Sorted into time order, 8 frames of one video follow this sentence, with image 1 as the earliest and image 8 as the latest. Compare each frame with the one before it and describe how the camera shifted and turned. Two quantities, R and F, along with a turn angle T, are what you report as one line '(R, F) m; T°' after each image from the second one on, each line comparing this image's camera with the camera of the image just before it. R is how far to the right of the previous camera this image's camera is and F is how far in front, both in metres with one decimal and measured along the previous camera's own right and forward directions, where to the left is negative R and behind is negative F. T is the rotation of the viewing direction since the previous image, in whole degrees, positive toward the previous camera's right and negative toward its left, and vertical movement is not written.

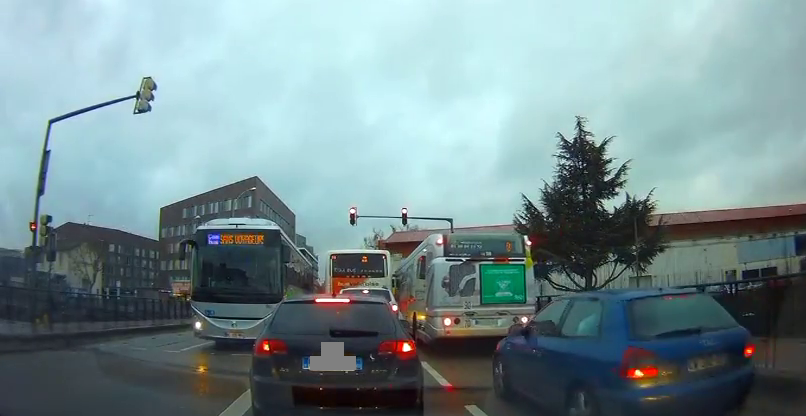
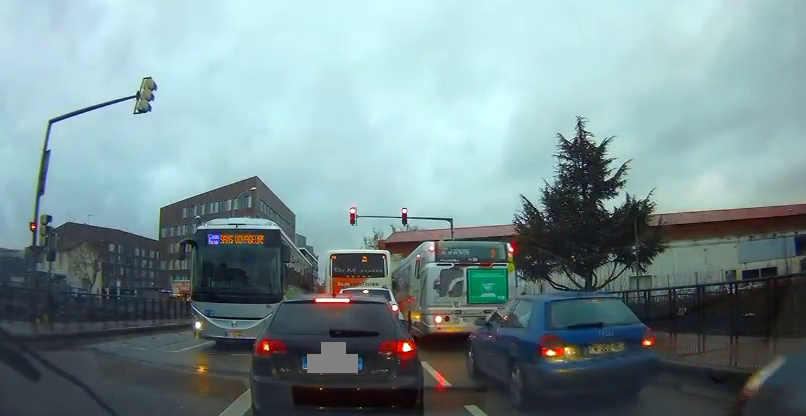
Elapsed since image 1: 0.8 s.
(0.0, +0.1) m; 0°
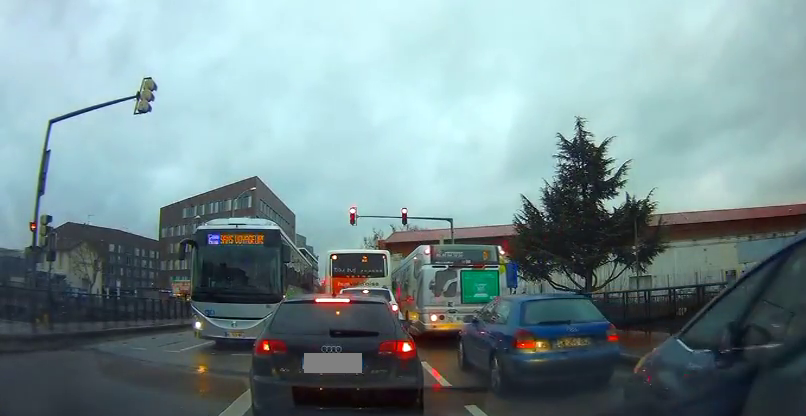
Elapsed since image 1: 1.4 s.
(0.0, 0.0) m; 0°
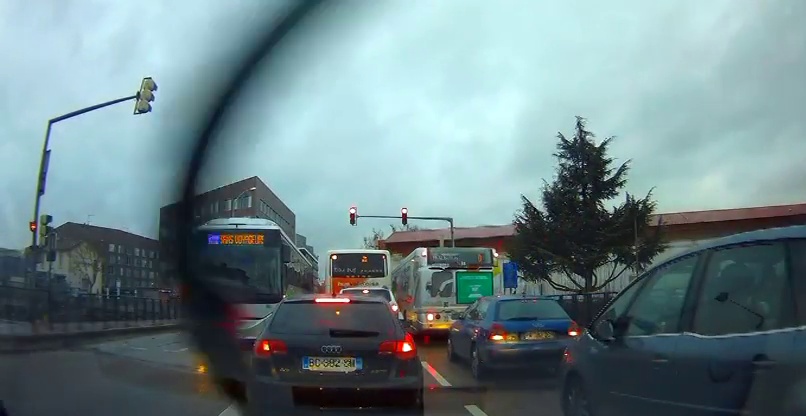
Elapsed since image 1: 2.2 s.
(0.0, 0.0) m; 0°
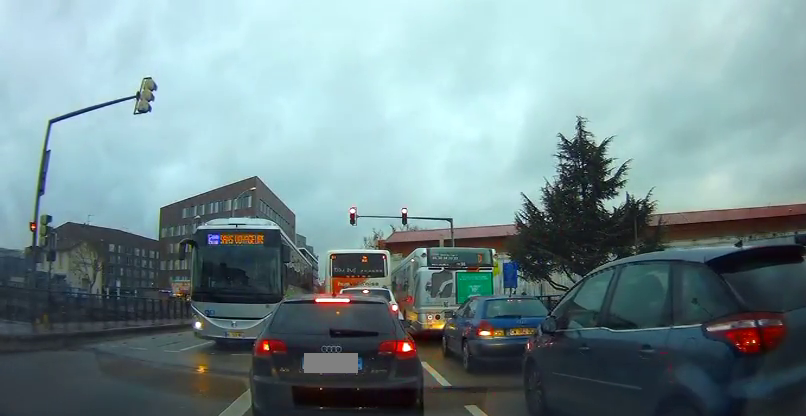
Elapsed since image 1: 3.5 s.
(0.0, 0.0) m; 0°
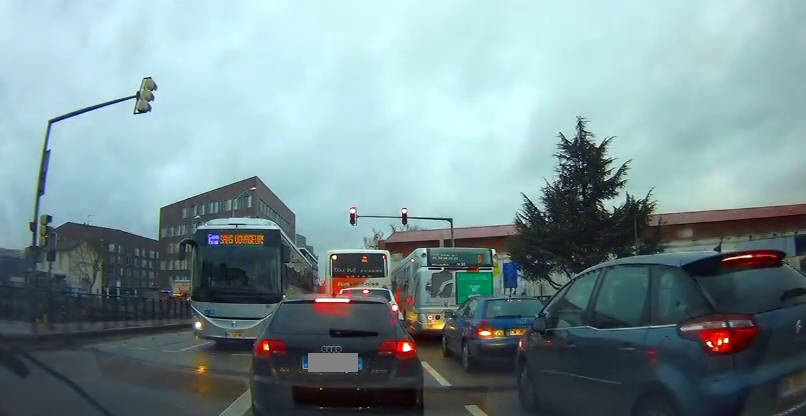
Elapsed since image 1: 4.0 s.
(0.0, 0.0) m; 0°
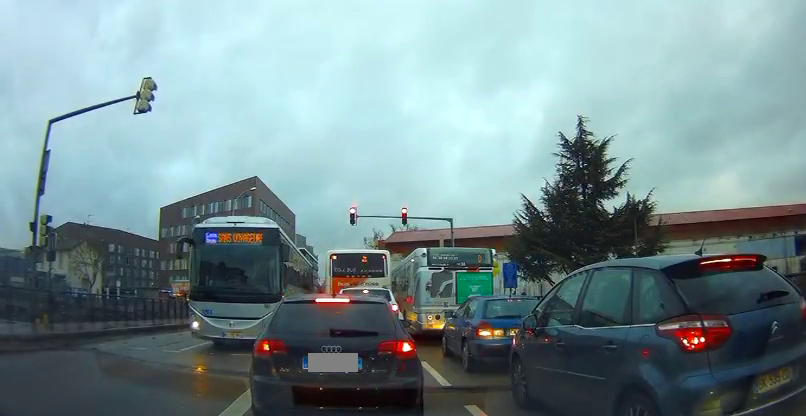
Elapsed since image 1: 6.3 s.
(0.0, 0.0) m; 0°
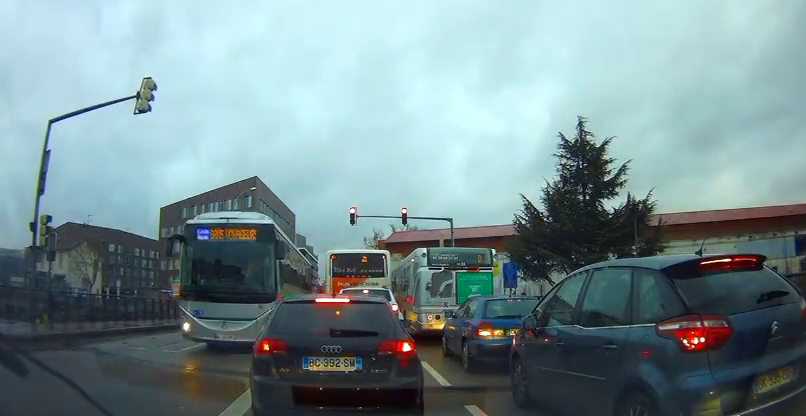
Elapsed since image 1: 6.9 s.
(0.0, 0.0) m; 0°
